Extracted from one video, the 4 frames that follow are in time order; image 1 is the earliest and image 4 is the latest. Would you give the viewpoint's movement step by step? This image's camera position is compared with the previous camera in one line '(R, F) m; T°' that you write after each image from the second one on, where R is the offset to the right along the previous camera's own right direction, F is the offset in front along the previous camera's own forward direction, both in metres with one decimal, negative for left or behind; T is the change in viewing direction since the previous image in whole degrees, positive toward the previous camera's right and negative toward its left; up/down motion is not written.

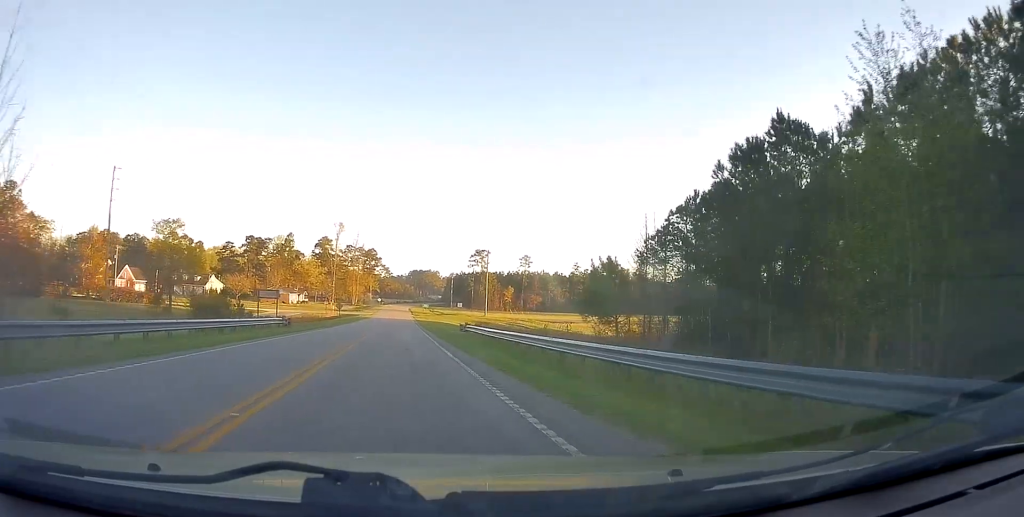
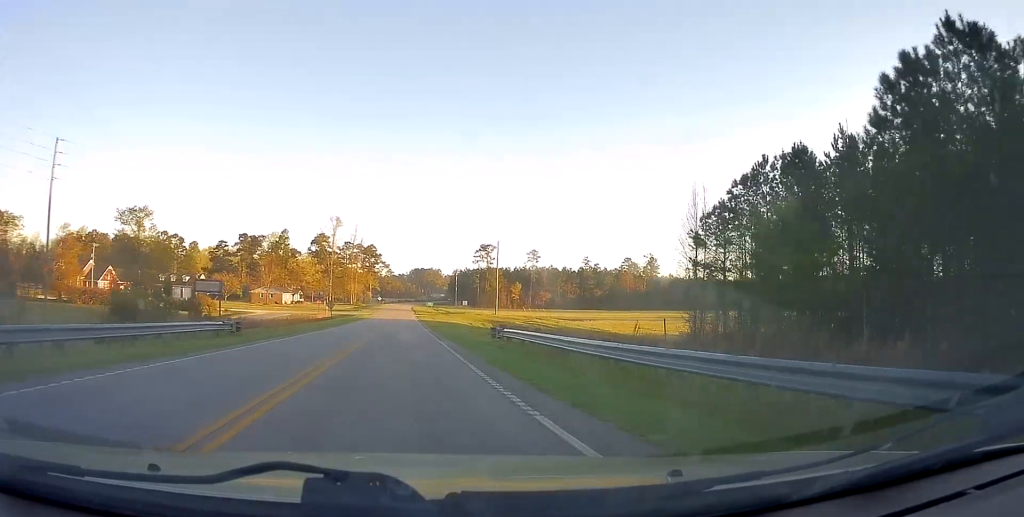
(+0.1, +12.2) m; -1°
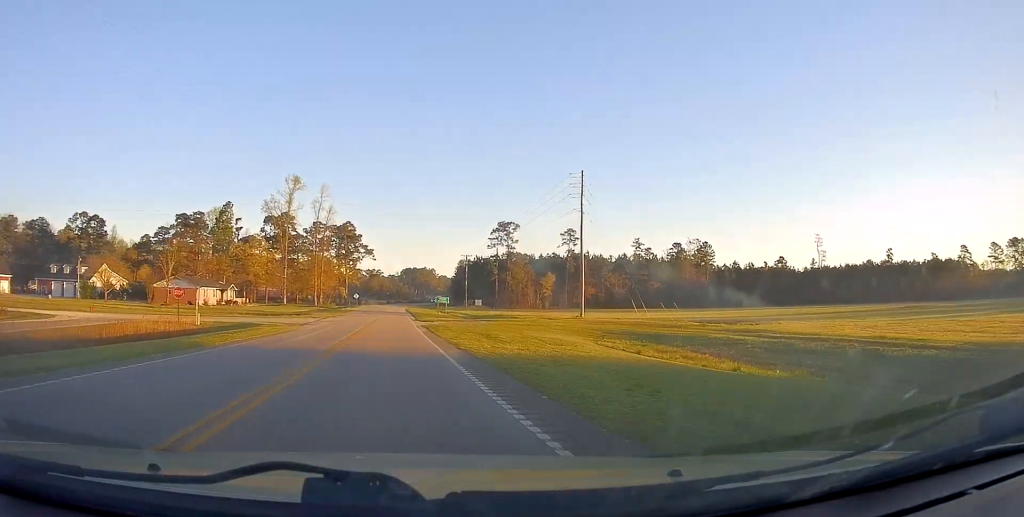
(-1.3, +63.0) m; -1°
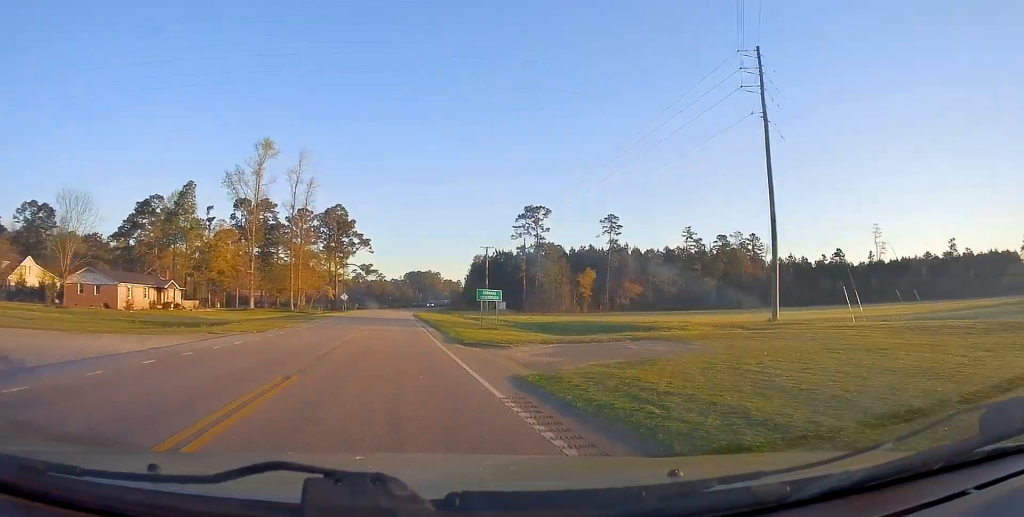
(-0.3, +32.9) m; 0°
